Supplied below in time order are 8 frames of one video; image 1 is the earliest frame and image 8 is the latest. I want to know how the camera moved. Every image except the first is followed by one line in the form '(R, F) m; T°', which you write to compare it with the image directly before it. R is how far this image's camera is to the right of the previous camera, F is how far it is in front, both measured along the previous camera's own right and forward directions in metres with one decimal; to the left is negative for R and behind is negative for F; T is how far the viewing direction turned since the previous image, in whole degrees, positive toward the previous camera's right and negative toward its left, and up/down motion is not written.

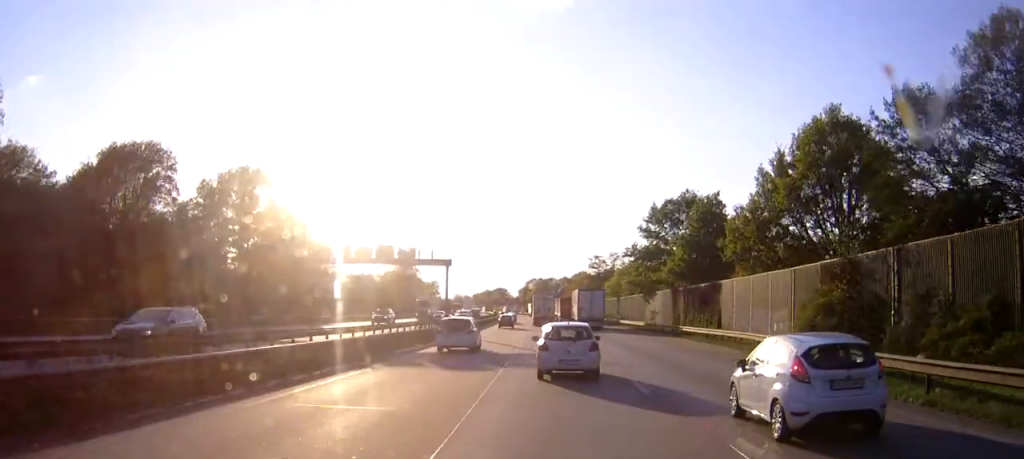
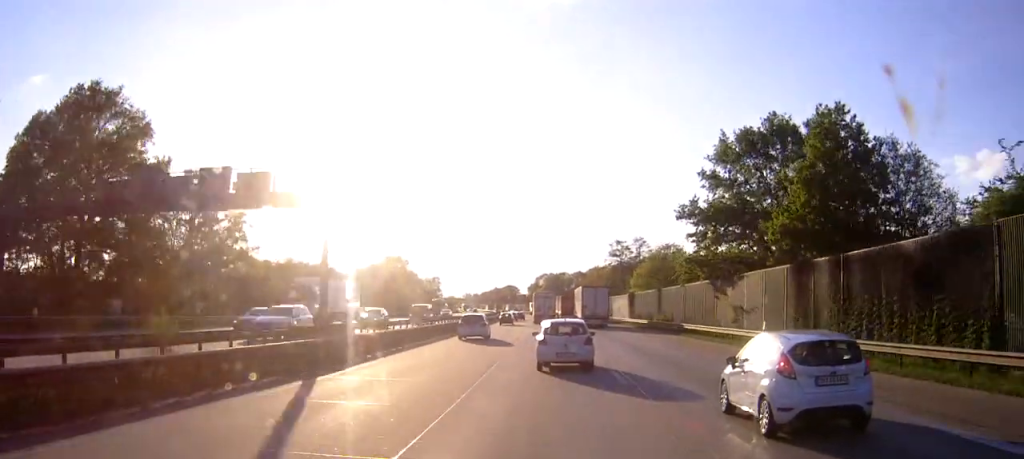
(-0.7, +34.4) m; -2°
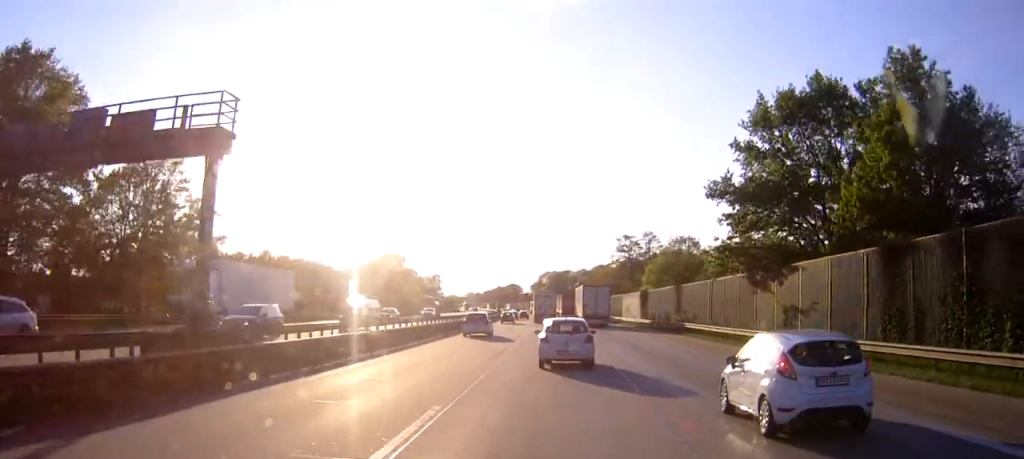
(0.0, +10.1) m; 0°
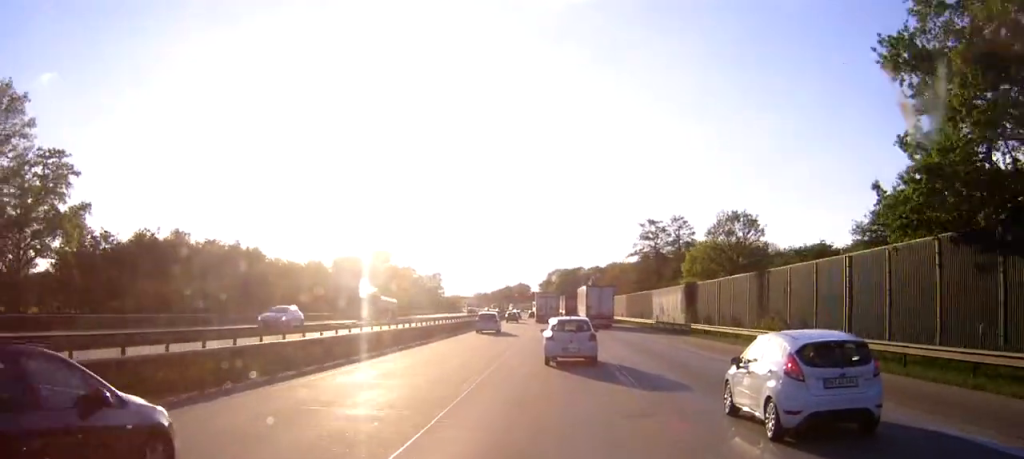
(0.0, +25.6) m; 0°
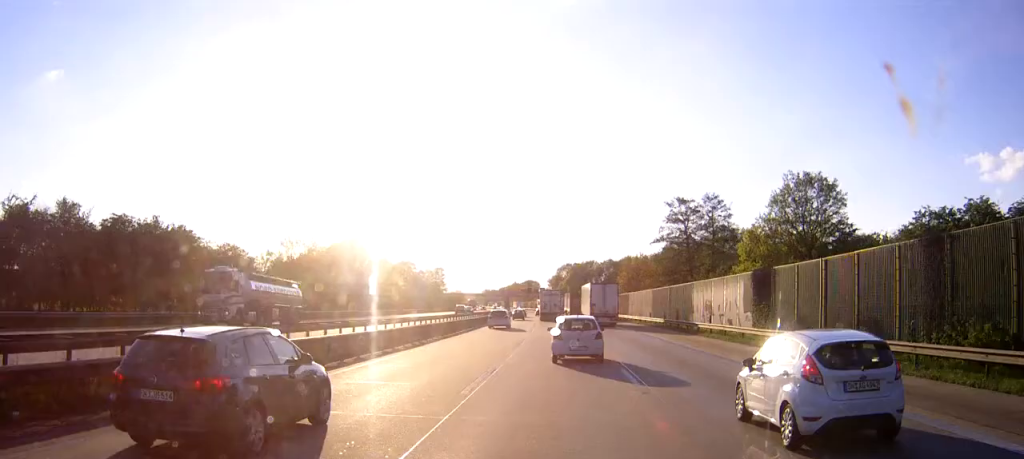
(-0.1, +20.3) m; 0°
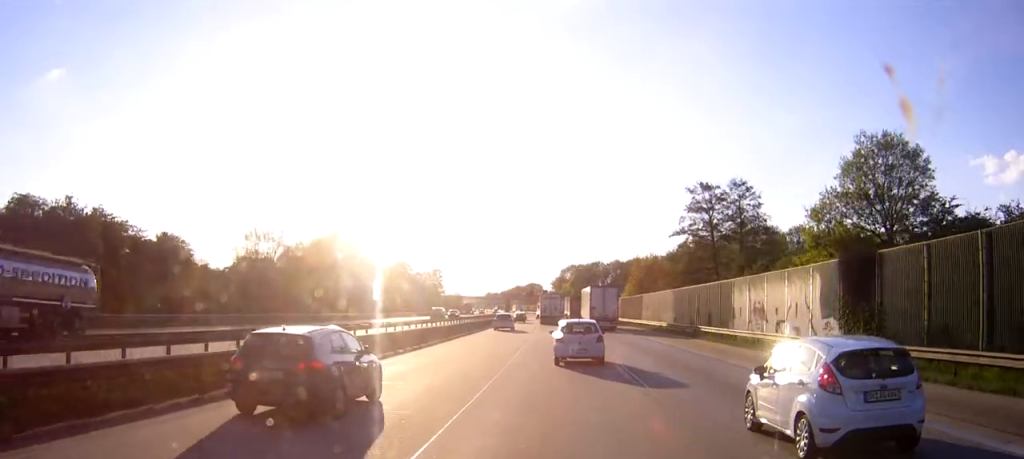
(0.0, +14.1) m; 0°
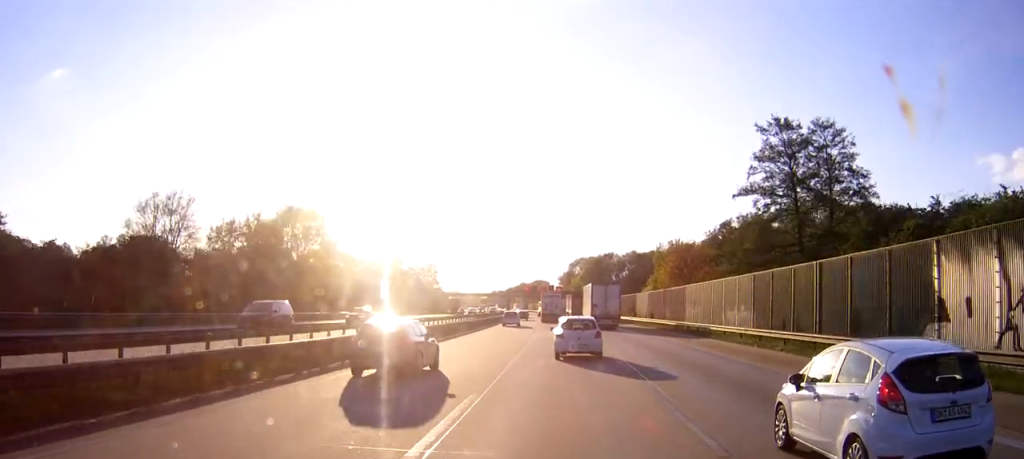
(-0.2, +28.4) m; -1°
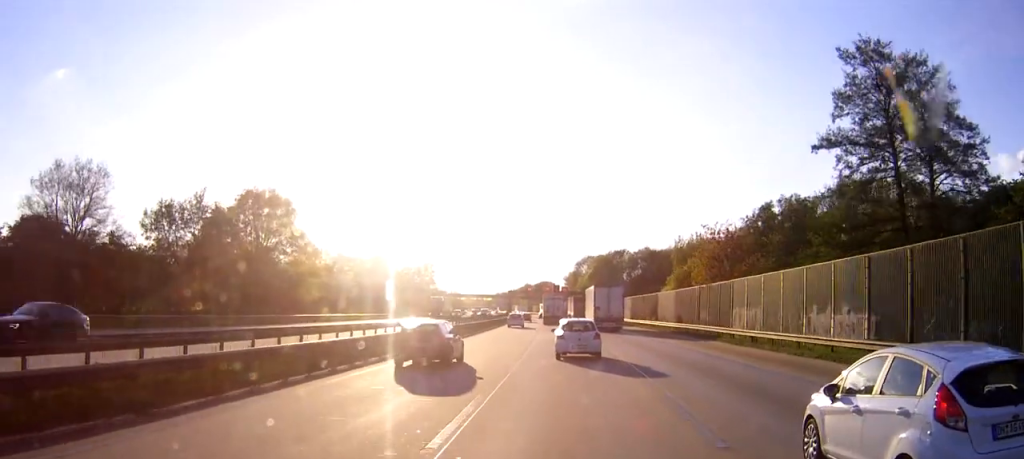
(-0.1, +17.4) m; 0°
